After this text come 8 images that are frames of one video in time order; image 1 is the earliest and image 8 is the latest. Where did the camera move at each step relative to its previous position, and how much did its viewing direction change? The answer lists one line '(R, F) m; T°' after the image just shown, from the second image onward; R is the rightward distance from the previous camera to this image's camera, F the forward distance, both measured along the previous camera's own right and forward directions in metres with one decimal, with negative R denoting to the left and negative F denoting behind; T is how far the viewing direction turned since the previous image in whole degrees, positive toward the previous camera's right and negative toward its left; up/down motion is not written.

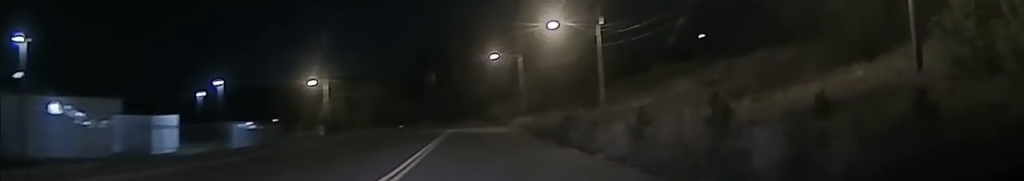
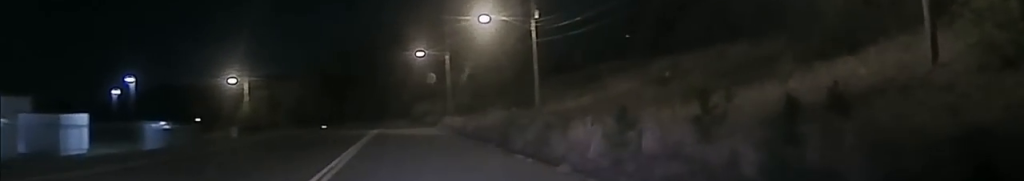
(-0.2, +6.0) m; +2°
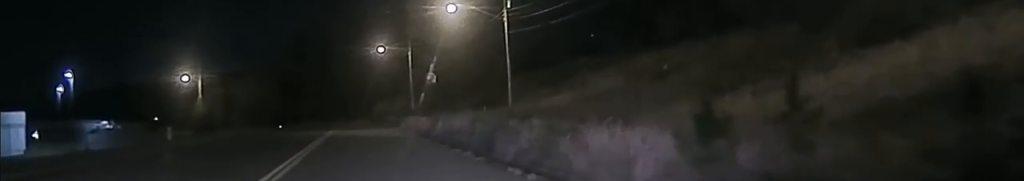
(+0.2, +7.4) m; +1°
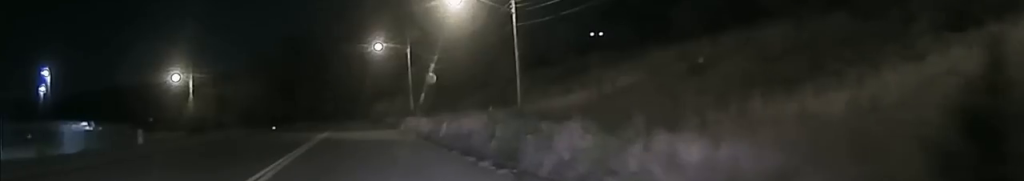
(+0.5, +5.8) m; 0°
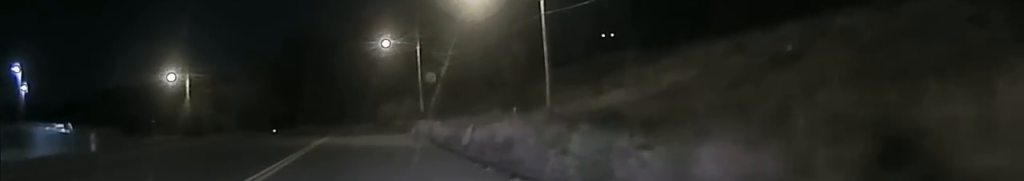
(-0.4, +8.0) m; -3°
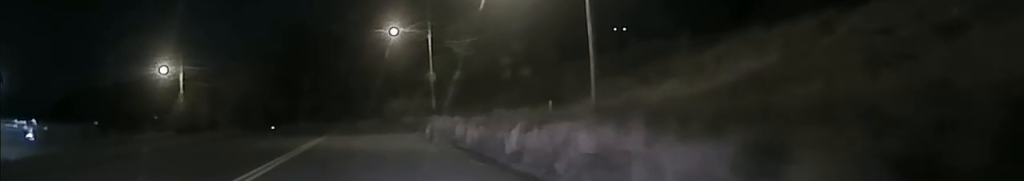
(-0.3, +8.8) m; -1°
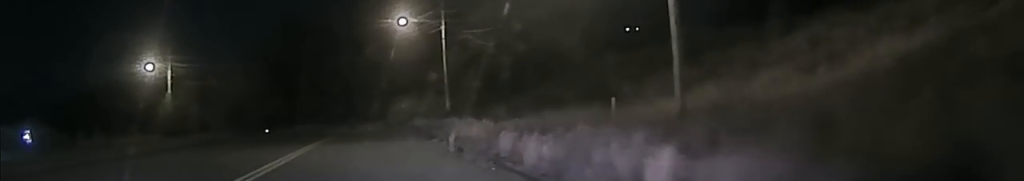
(0.0, +10.3) m; +1°
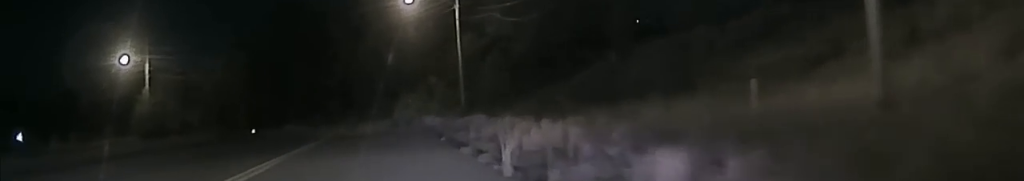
(+0.3, +11.3) m; +1°
